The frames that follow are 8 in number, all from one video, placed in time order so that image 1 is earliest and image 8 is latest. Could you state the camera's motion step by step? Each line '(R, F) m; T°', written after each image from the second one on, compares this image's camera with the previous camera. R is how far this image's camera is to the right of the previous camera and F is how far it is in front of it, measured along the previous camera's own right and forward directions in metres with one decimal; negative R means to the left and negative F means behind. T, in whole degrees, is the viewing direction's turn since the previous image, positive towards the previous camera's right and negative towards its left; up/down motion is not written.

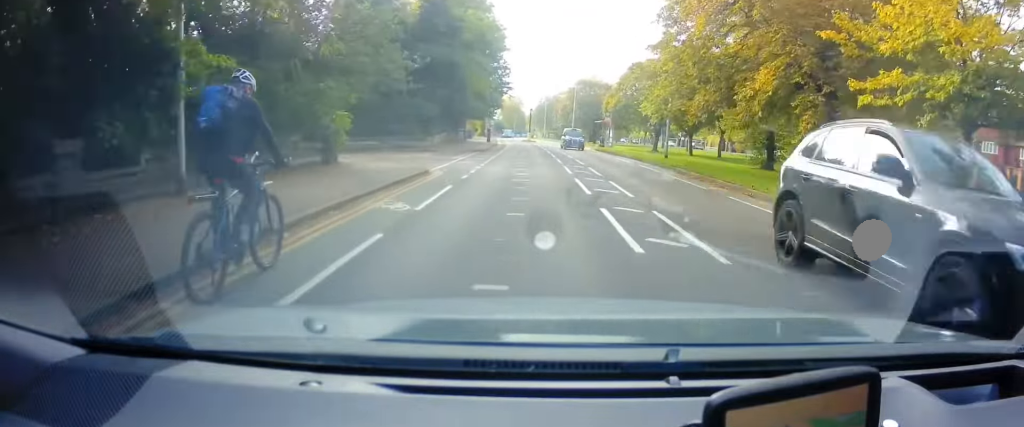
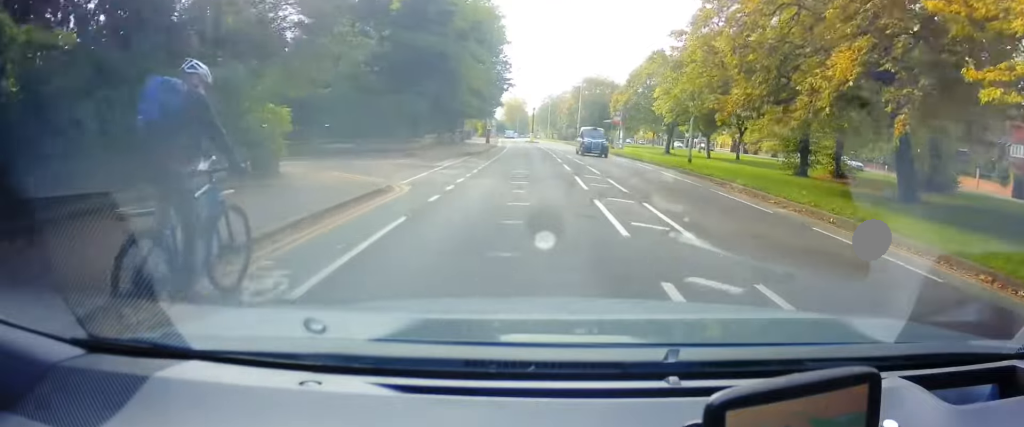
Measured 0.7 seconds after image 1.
(-0.1, +4.8) m; -2°
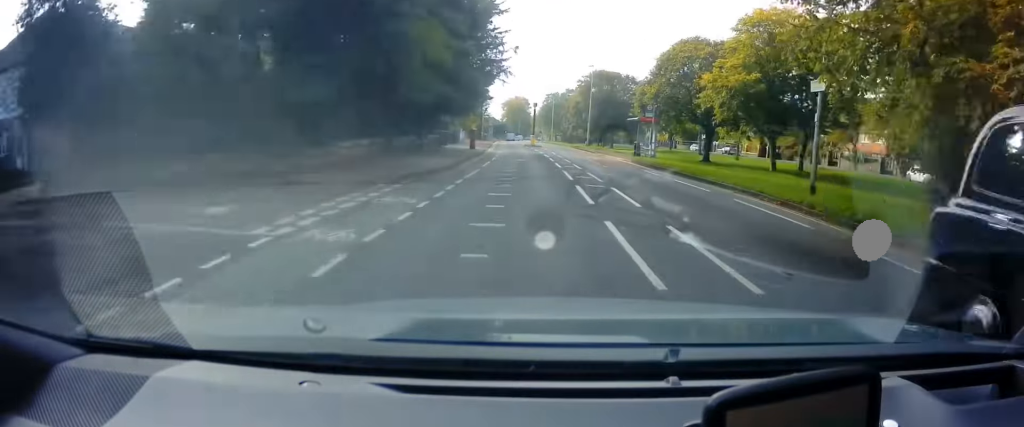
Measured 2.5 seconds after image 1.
(0.0, +13.2) m; 0°
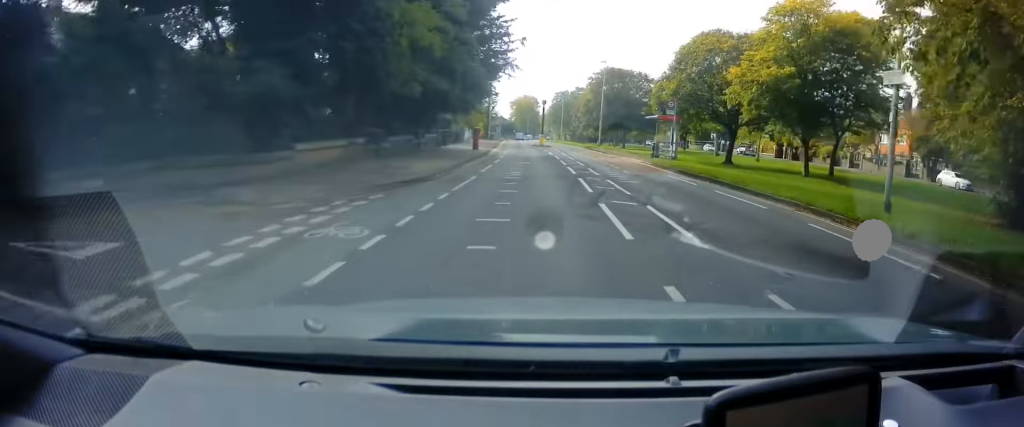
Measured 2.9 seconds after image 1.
(0.0, +3.4) m; 0°
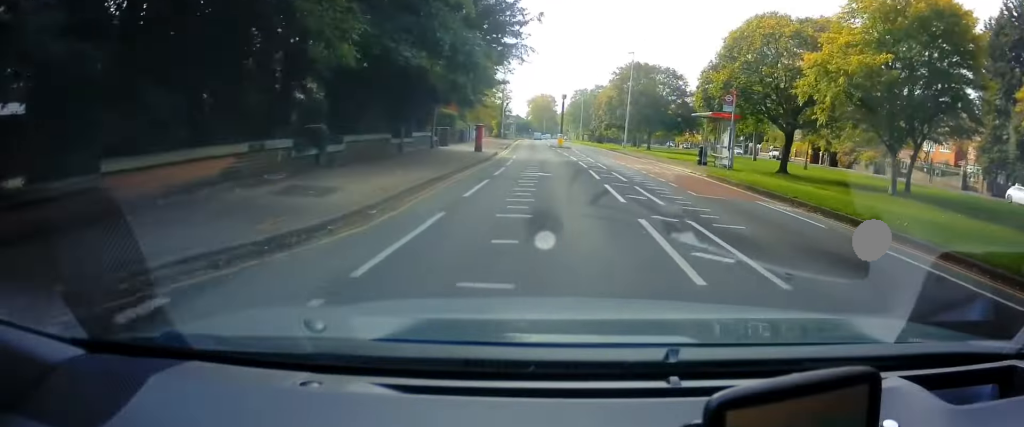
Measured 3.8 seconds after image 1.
(0.0, +7.4) m; 0°
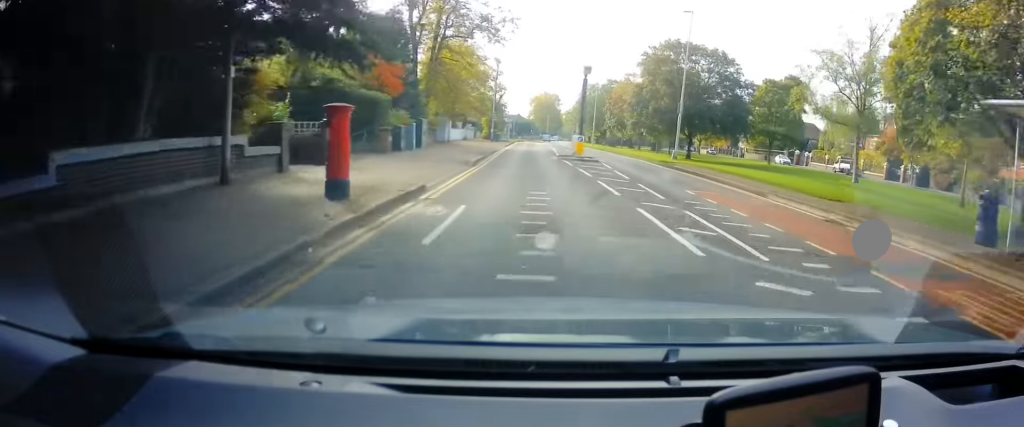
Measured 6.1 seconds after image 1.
(-0.6, +21.1) m; -3°
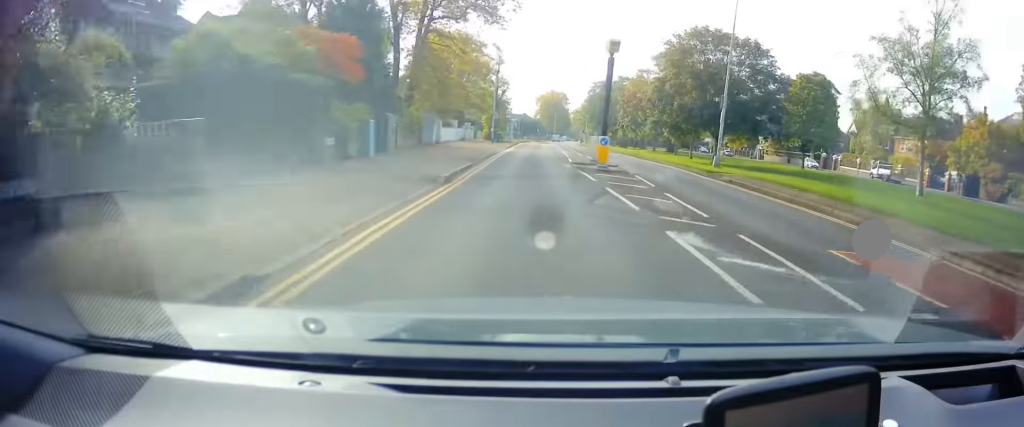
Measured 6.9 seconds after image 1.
(0.0, +7.6) m; 0°
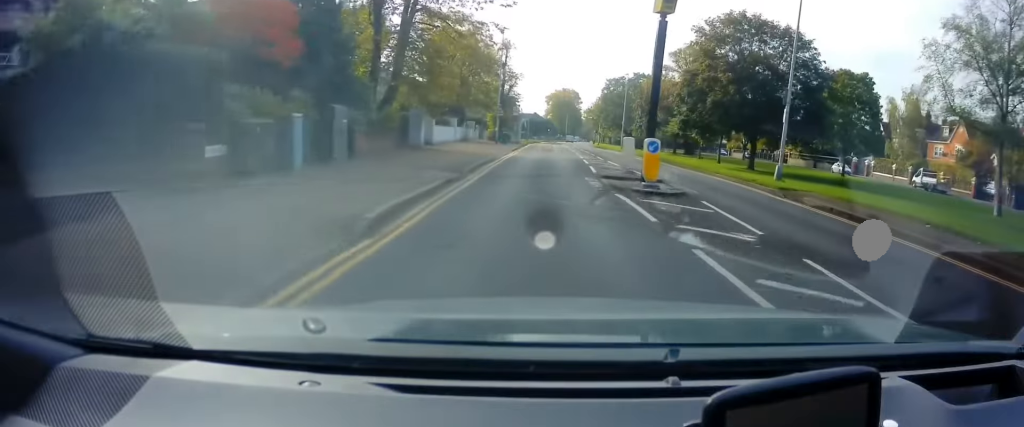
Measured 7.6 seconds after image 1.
(0.0, +6.7) m; 0°
